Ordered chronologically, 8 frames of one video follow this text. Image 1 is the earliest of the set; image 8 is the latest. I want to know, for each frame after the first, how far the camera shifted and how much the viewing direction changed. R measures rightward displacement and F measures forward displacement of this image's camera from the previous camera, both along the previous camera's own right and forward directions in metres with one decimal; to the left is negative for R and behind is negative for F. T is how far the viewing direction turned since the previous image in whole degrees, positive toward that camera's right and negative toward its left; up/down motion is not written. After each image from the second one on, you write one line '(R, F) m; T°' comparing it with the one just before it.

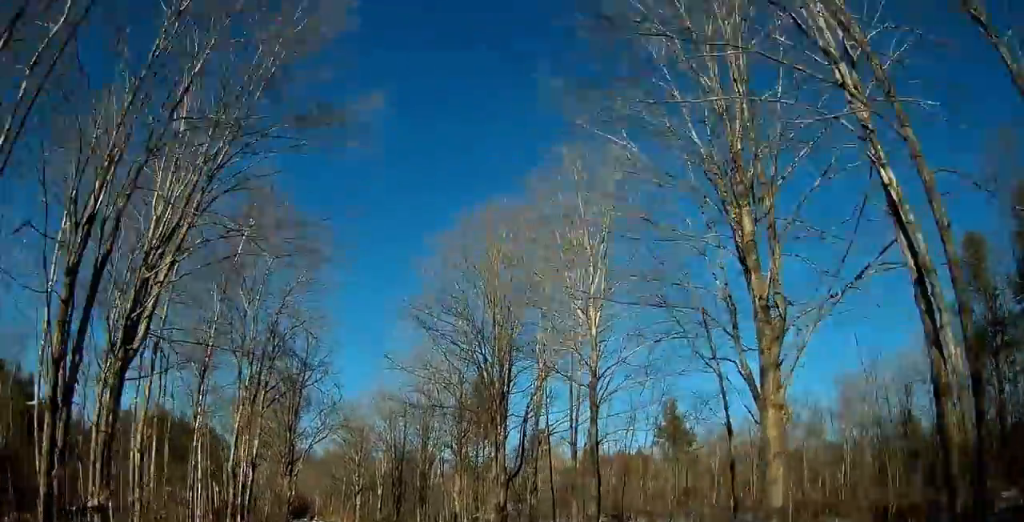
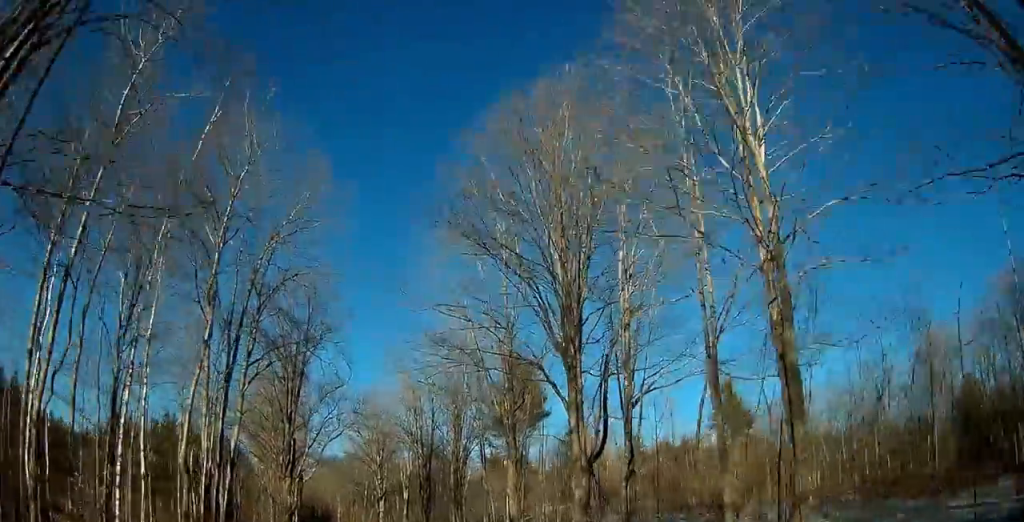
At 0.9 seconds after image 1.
(0.0, +8.7) m; 0°
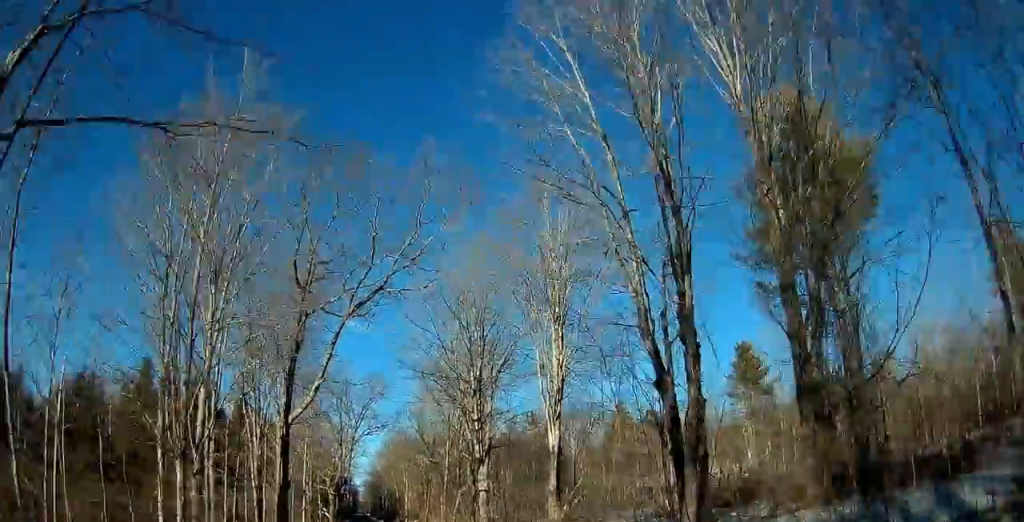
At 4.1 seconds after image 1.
(-1.6, +34.4) m; -8°
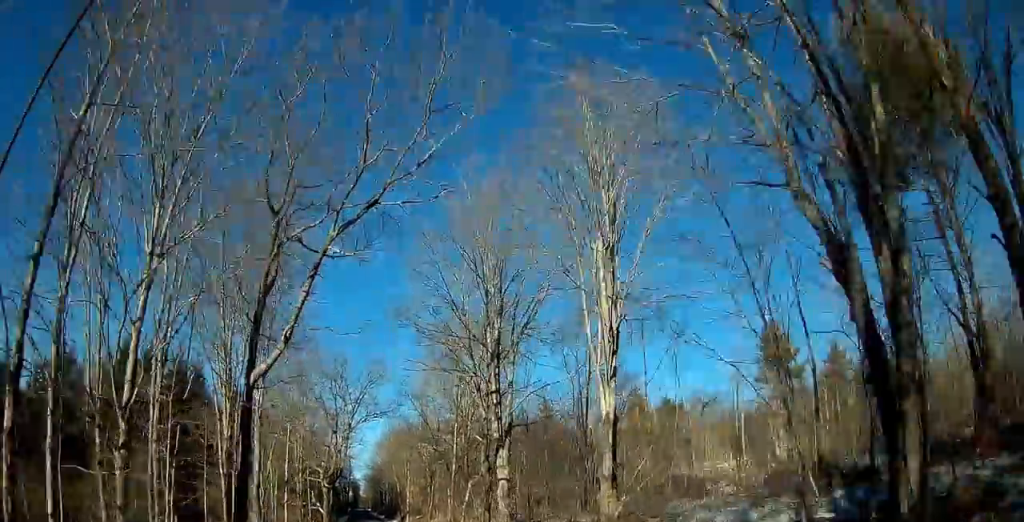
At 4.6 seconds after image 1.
(0.0, +6.0) m; 0°
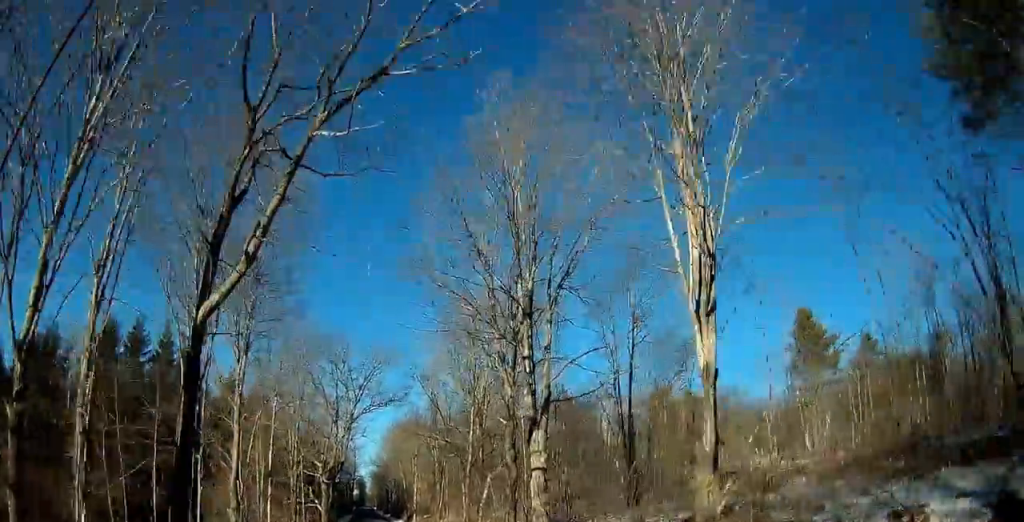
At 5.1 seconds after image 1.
(0.0, +5.3) m; 0°
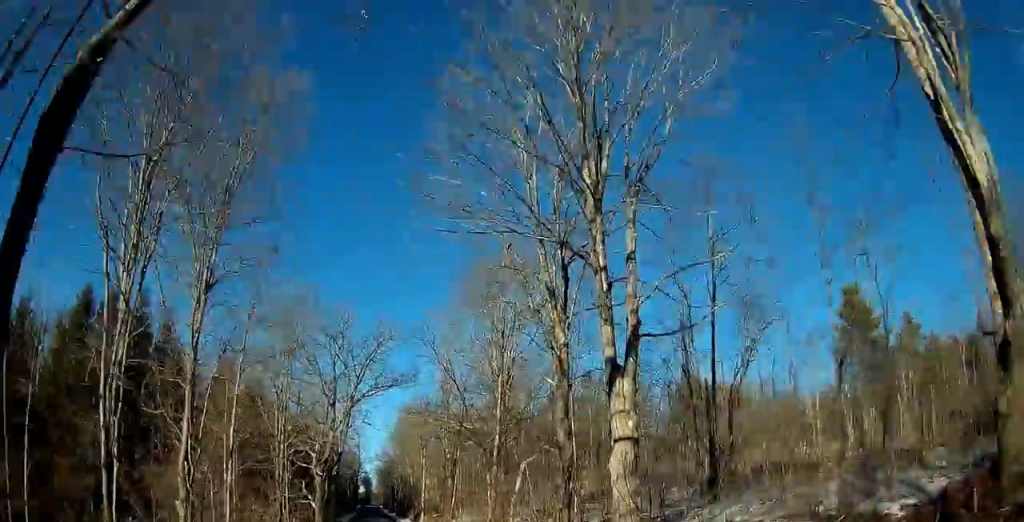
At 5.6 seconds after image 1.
(0.0, +7.2) m; 0°
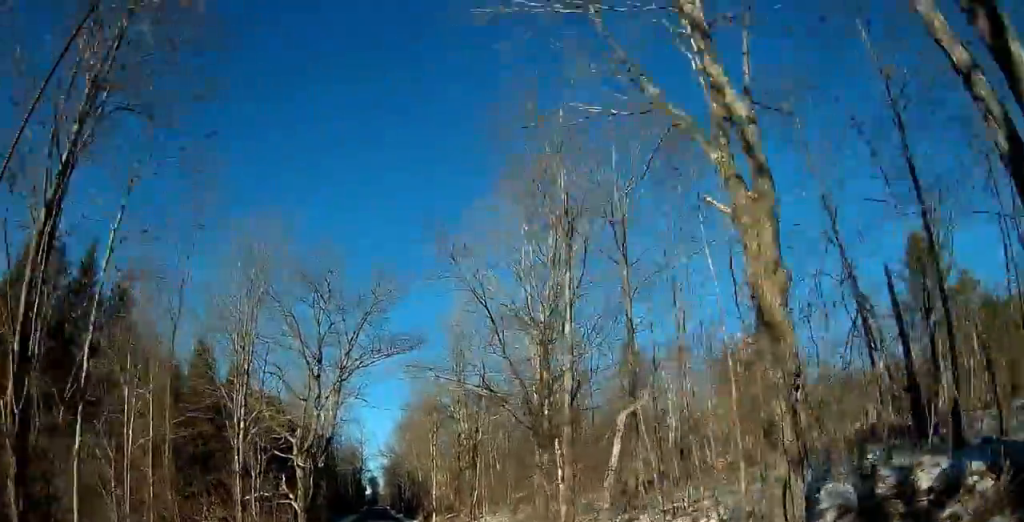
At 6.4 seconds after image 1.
(0.0, +10.4) m; 0°
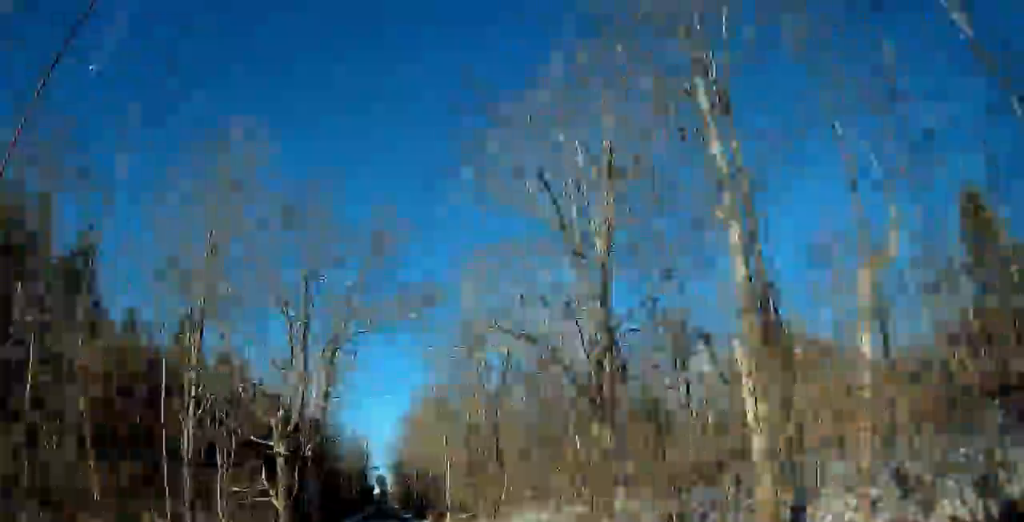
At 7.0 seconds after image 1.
(+0.1, +7.7) m; -2°
